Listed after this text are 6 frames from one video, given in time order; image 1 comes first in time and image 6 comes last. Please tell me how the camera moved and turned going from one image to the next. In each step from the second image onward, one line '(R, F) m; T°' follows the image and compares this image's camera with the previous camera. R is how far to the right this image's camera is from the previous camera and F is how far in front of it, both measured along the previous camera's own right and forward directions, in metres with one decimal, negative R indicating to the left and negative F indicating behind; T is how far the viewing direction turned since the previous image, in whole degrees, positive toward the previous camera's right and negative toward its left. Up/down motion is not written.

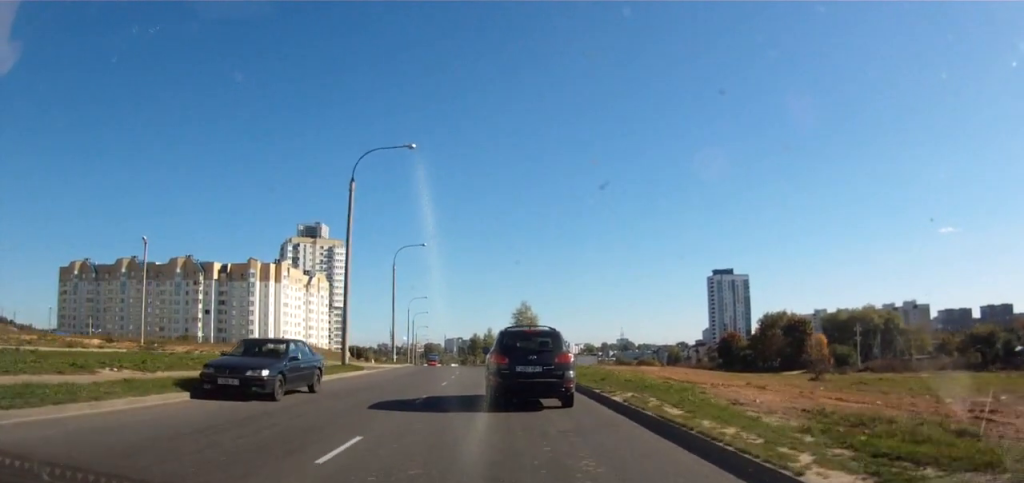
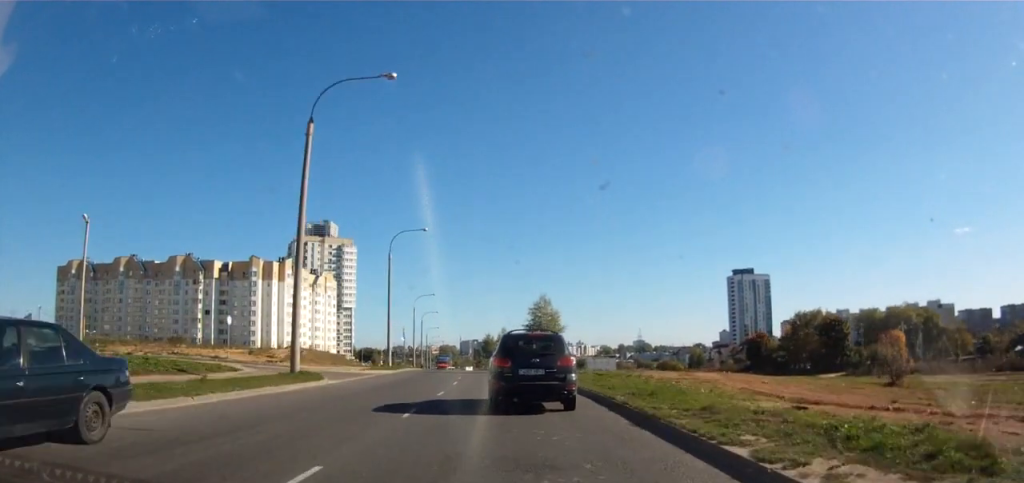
(-0.2, +9.7) m; -1°
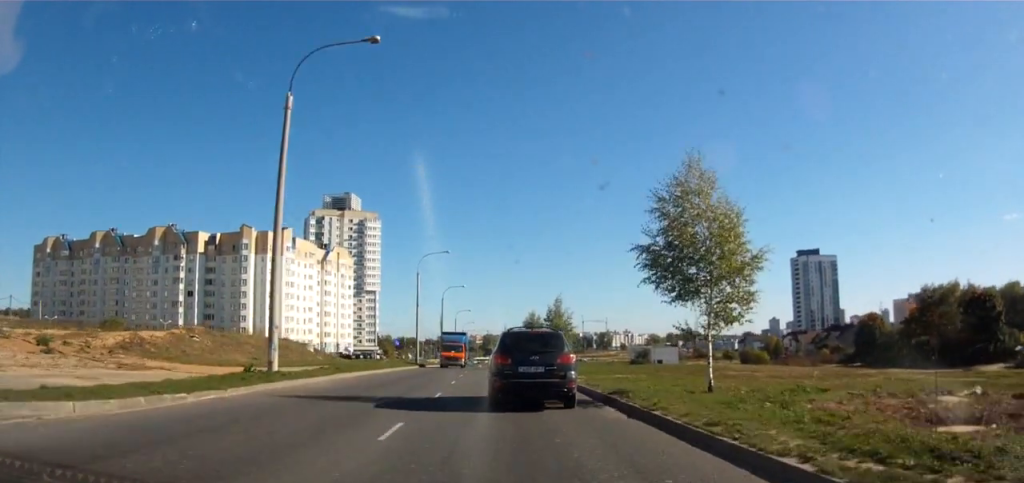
(-1.7, +34.5) m; -6°
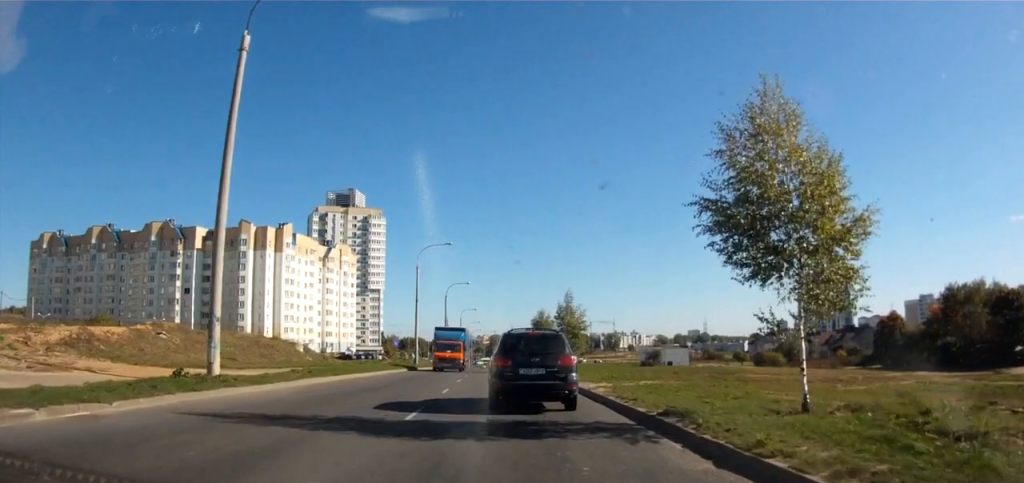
(0.0, +5.0) m; 0°
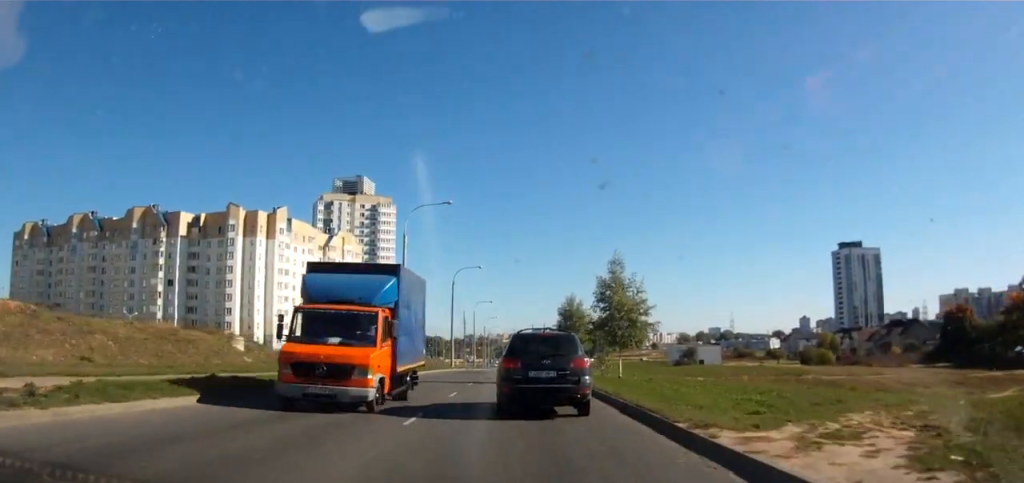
(0.0, +16.0) m; 0°
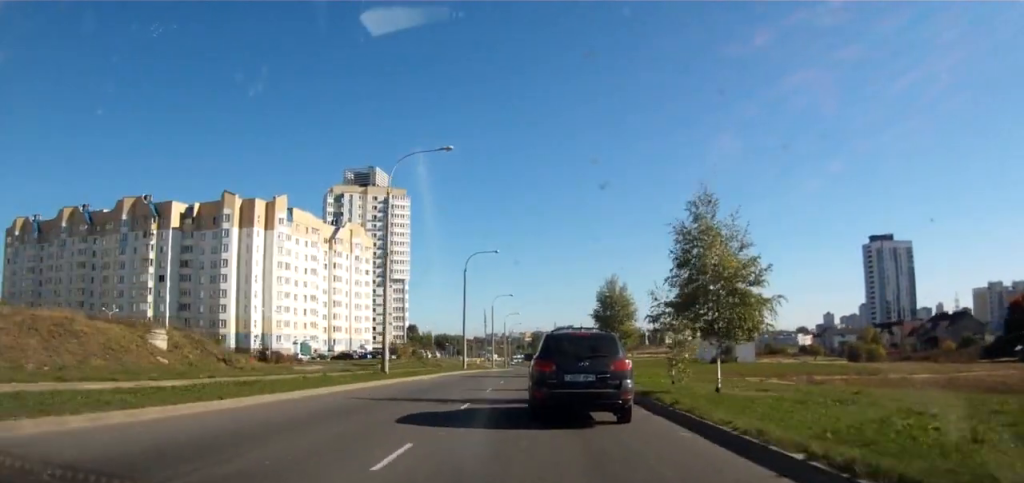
(-0.1, +11.4) m; -2°
